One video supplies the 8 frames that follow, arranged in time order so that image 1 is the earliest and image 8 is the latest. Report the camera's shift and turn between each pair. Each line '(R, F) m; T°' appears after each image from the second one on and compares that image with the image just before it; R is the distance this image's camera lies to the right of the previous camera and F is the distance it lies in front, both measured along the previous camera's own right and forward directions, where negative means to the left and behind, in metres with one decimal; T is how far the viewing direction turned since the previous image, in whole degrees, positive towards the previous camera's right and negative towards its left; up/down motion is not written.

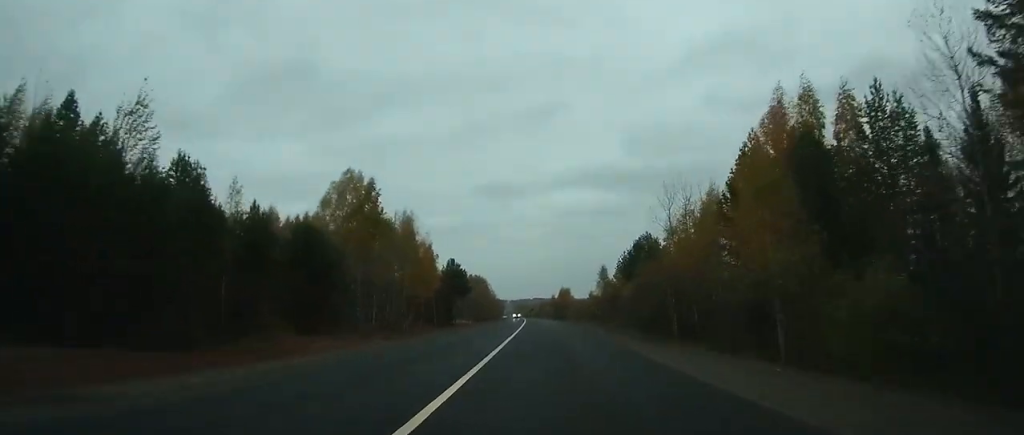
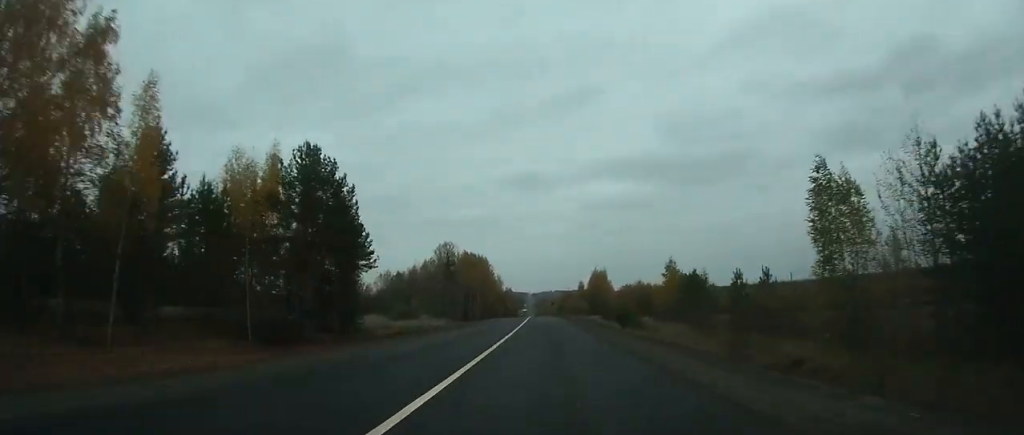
(-1.4, +85.0) m; -2°
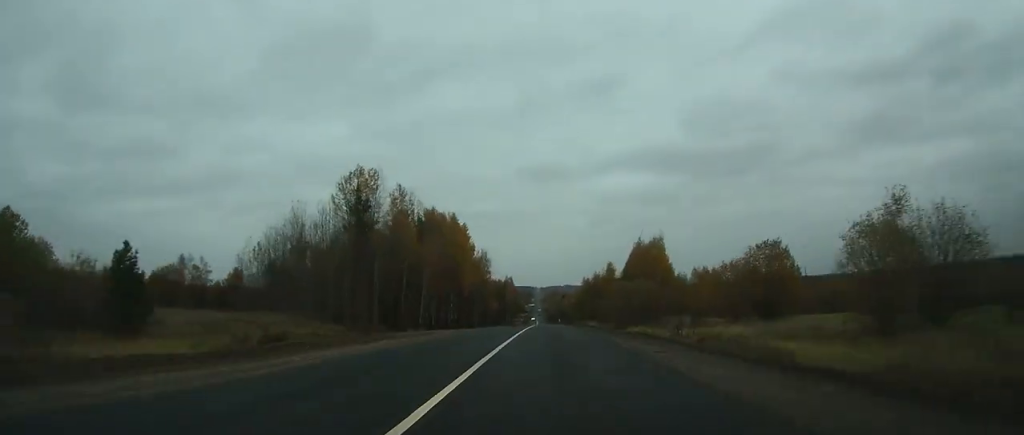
(-0.9, +87.8) m; -1°
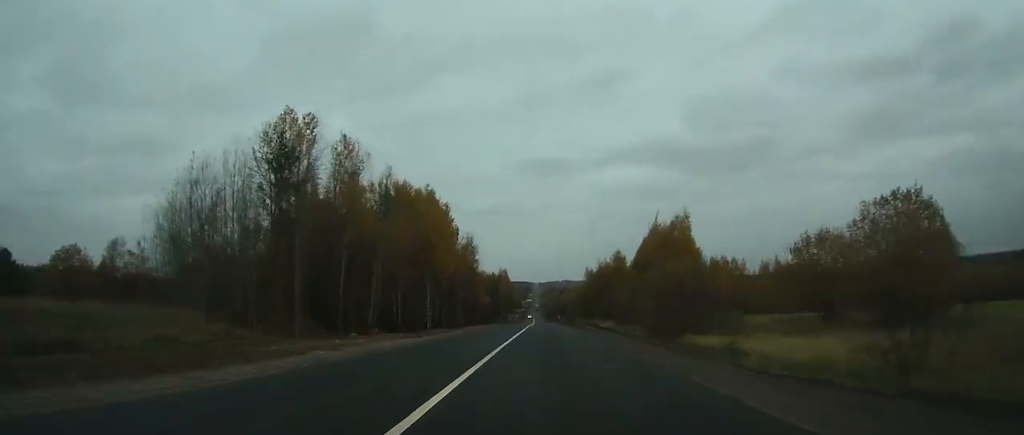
(0.0, +24.8) m; 0°
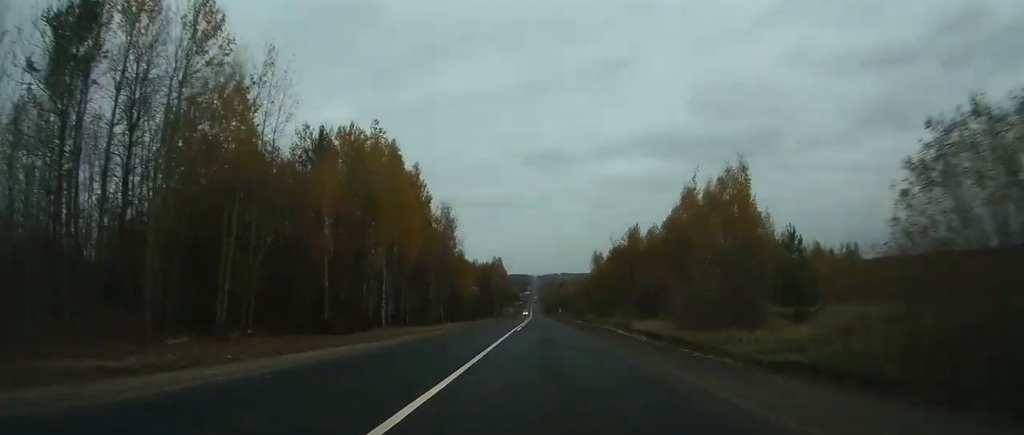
(0.0, +30.3) m; 0°
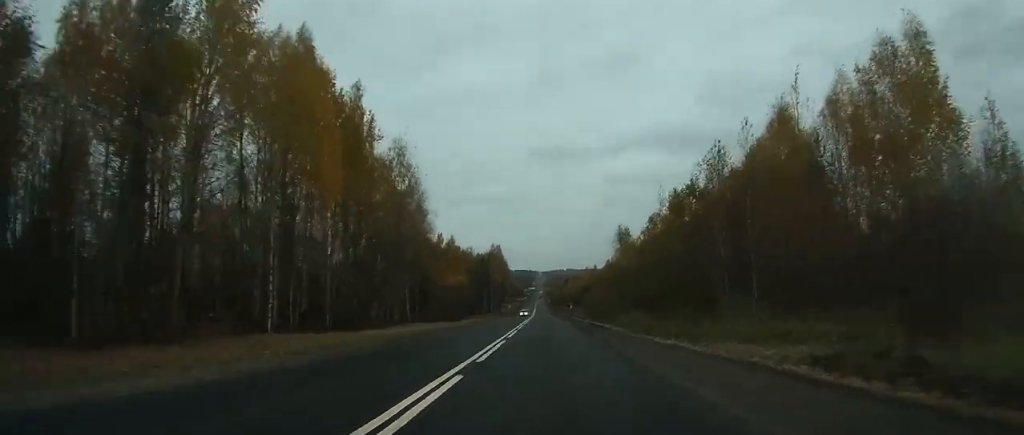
(0.0, +35.7) m; 0°
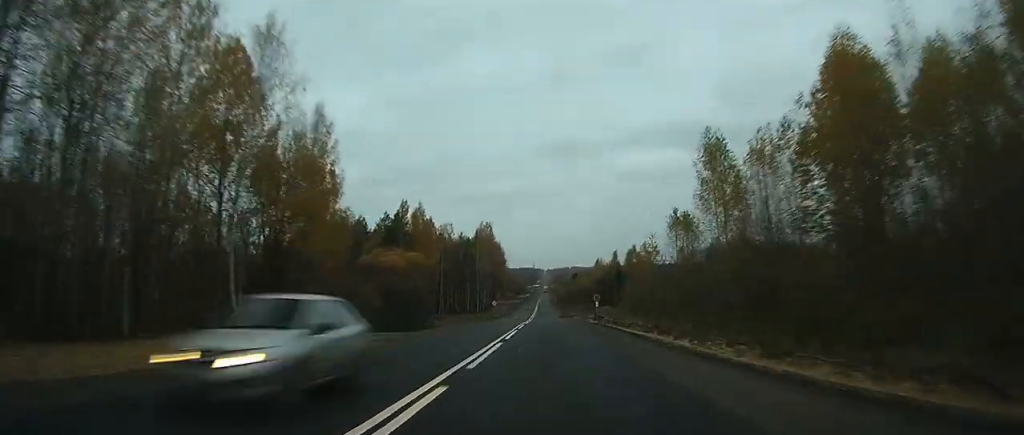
(-0.3, +51.8) m; 0°
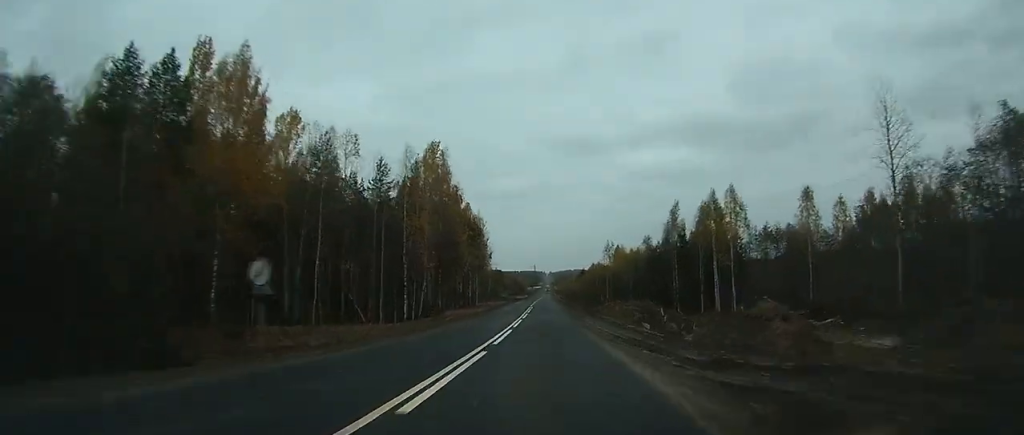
(-0.2, +78.7) m; 0°
